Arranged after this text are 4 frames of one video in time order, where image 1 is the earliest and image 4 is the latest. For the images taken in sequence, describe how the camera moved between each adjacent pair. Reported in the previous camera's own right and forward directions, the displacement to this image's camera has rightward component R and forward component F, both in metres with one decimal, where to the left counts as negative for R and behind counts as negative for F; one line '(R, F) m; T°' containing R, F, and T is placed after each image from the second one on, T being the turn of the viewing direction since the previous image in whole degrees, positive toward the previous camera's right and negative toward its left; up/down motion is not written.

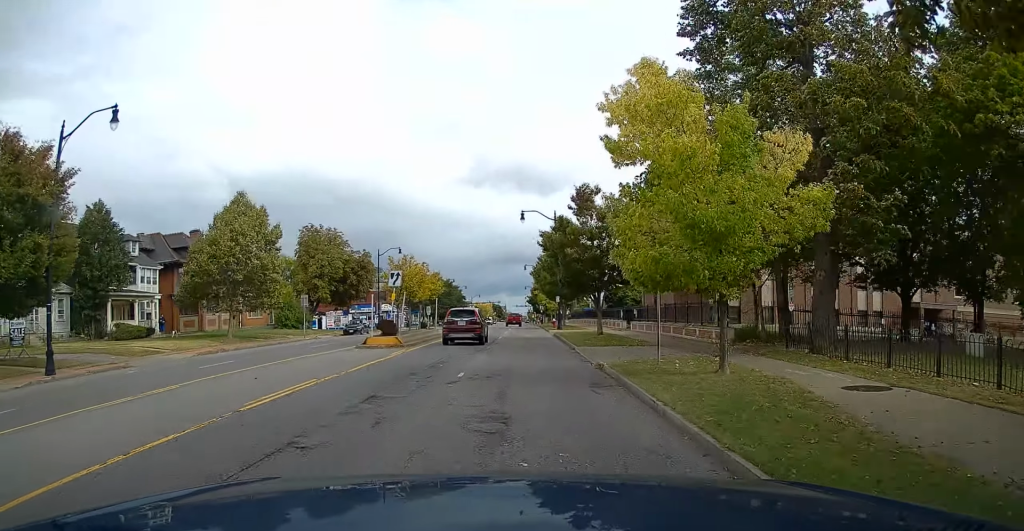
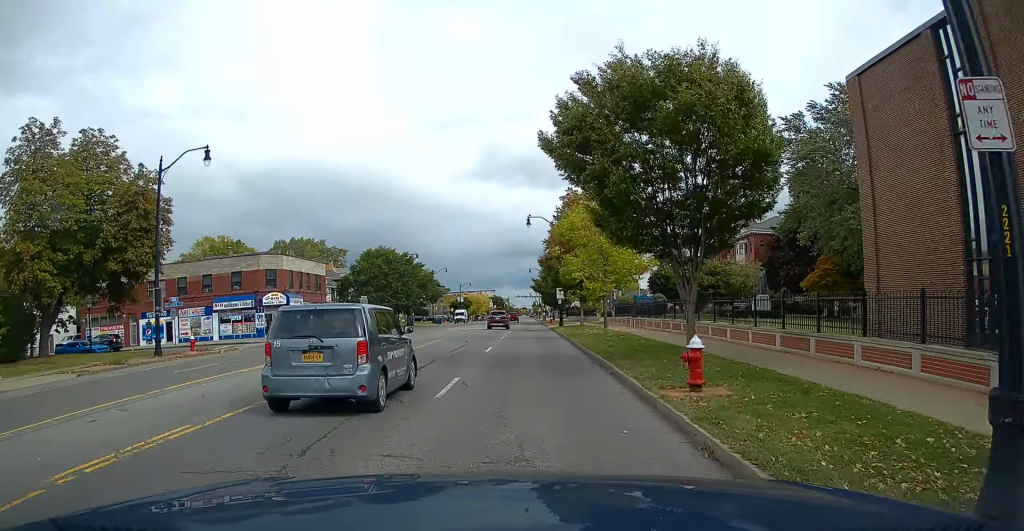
(-0.2, +53.8) m; -1°
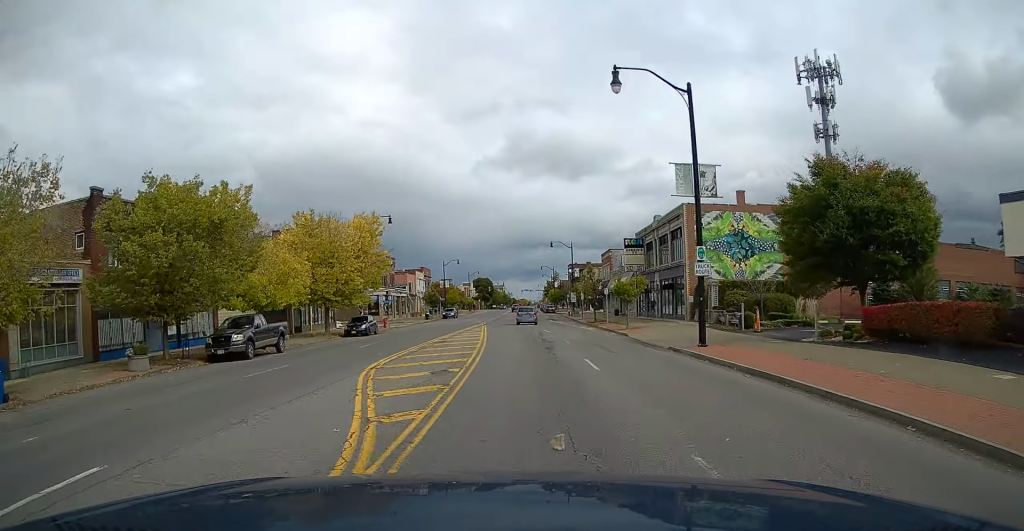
(+0.6, +174.3) m; 0°
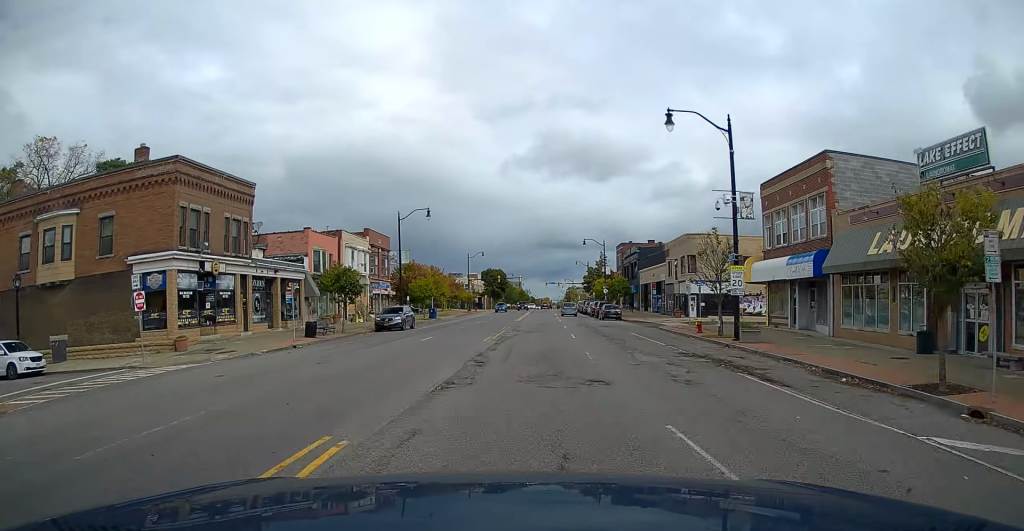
(-1.3, +59.7) m; -1°
